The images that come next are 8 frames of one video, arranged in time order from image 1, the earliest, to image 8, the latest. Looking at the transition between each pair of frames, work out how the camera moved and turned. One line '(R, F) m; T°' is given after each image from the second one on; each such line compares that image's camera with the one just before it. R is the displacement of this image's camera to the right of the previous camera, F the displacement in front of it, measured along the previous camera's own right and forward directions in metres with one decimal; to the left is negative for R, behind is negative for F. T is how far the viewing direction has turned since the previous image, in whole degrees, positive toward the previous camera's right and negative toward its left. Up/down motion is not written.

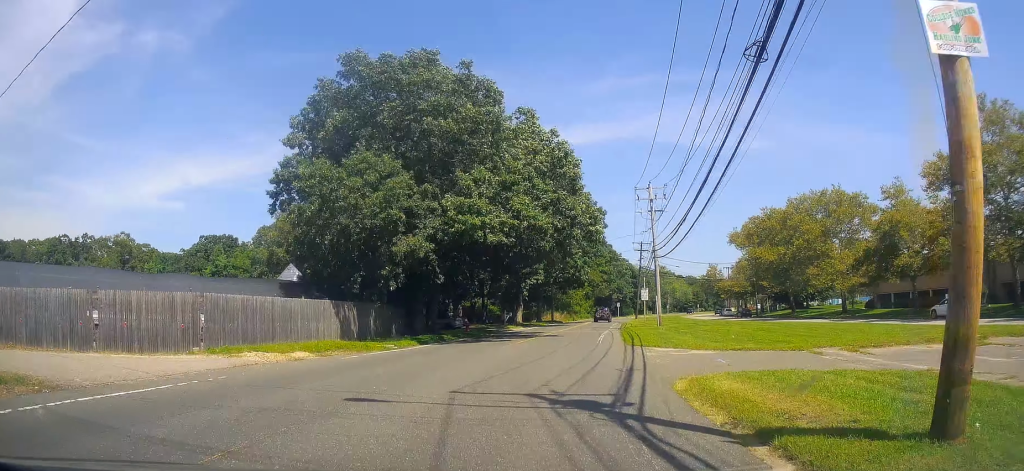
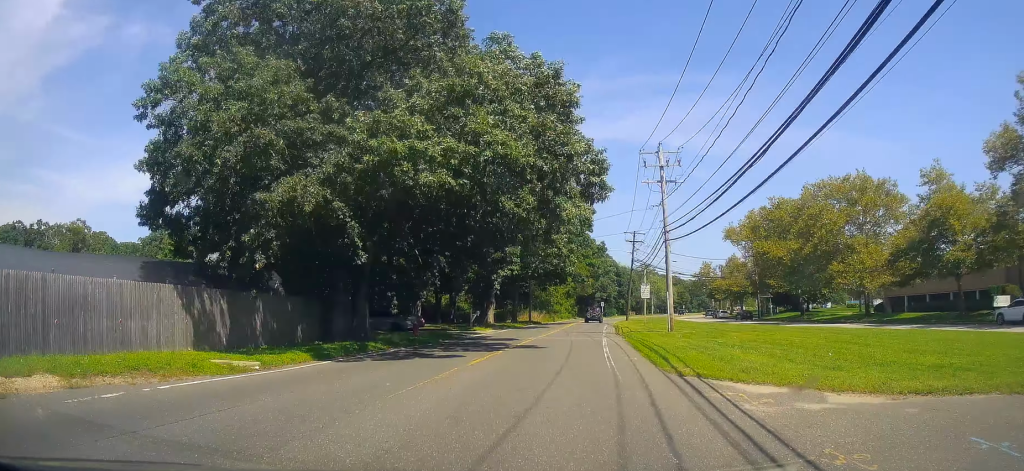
(0.0, +10.5) m; +3°
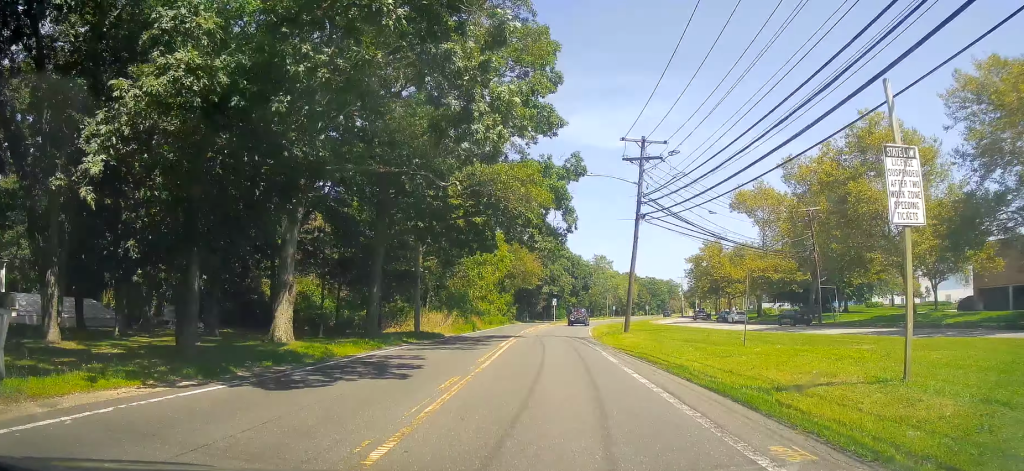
(+2.8, +38.3) m; +6°
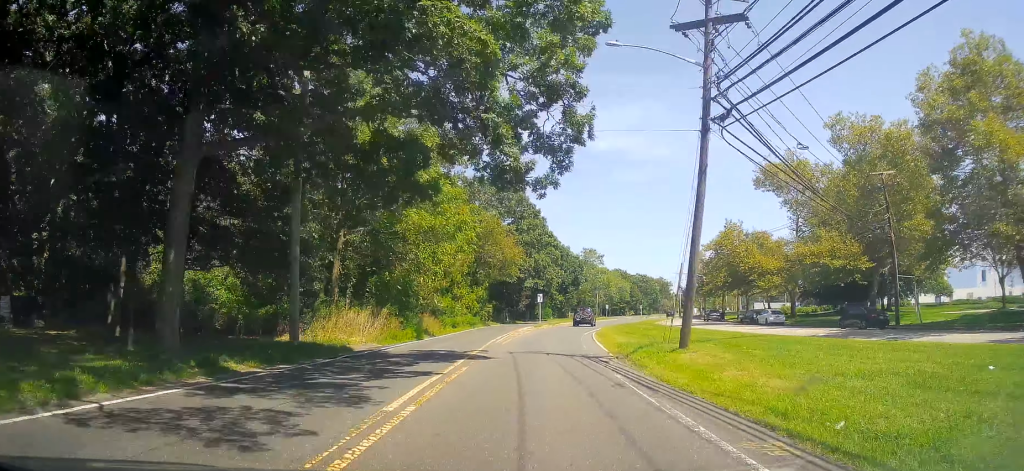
(+0.2, +15.7) m; +1°
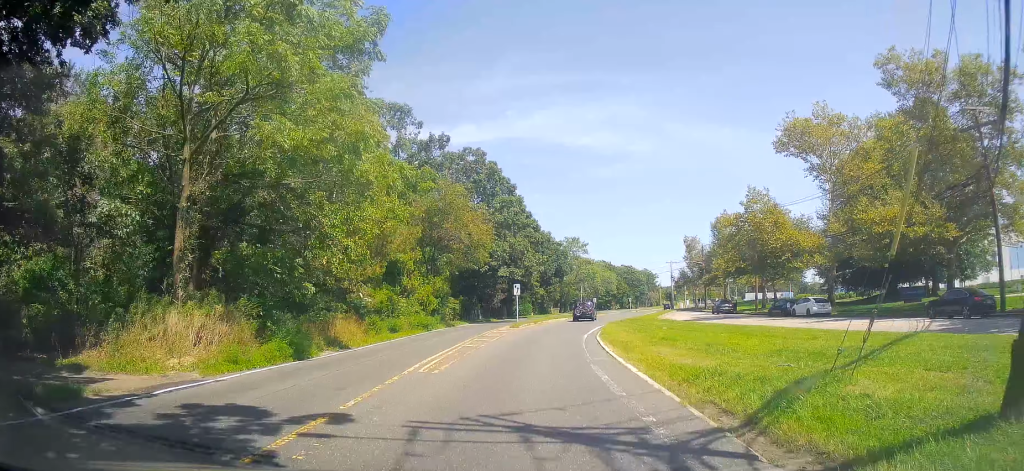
(+0.1, +13.2) m; +2°
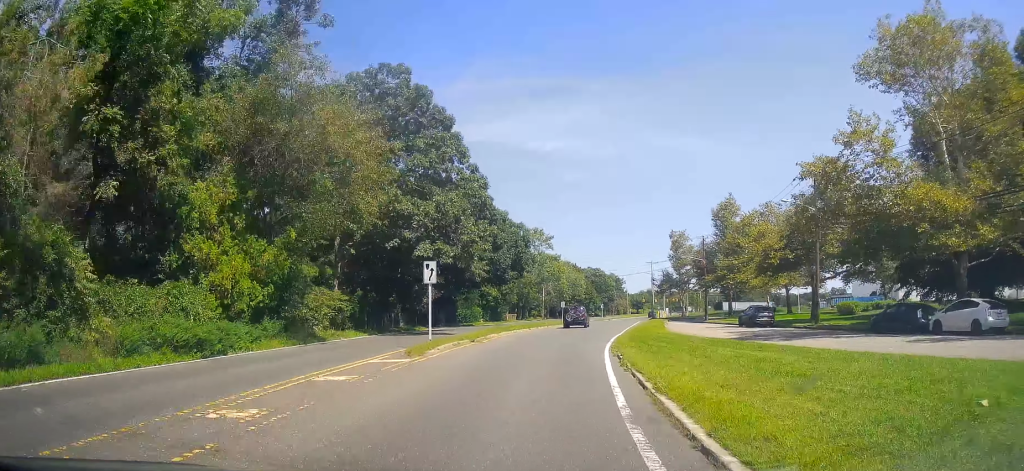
(+0.7, +22.9) m; +4°
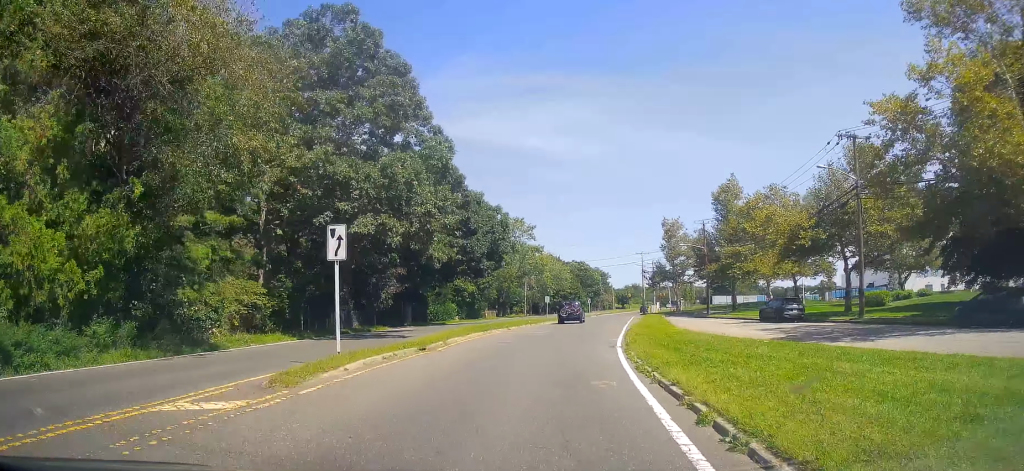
(+0.1, +8.3) m; +1°
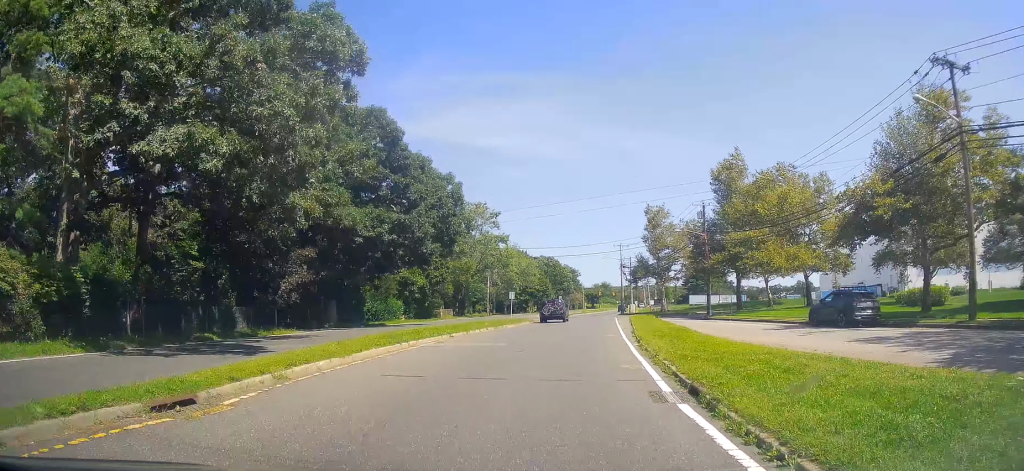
(+0.2, +12.7) m; +2°
